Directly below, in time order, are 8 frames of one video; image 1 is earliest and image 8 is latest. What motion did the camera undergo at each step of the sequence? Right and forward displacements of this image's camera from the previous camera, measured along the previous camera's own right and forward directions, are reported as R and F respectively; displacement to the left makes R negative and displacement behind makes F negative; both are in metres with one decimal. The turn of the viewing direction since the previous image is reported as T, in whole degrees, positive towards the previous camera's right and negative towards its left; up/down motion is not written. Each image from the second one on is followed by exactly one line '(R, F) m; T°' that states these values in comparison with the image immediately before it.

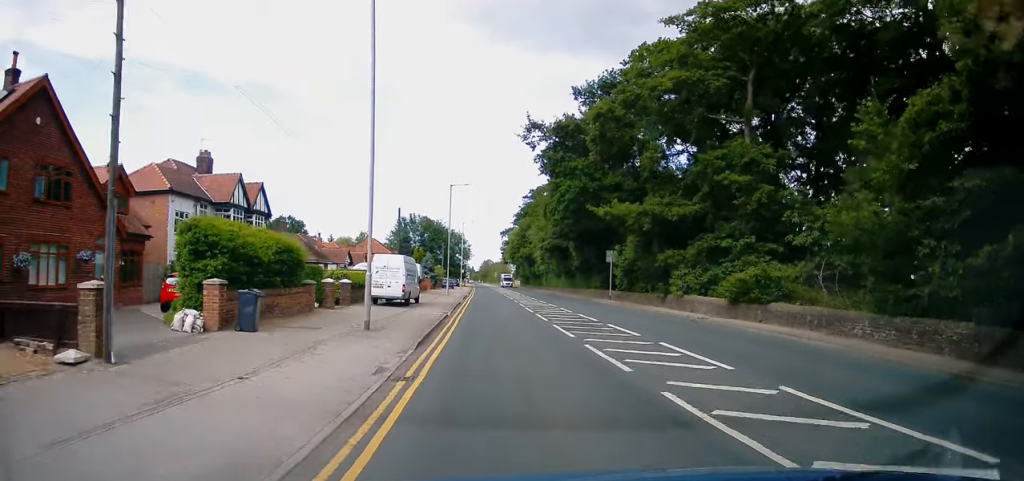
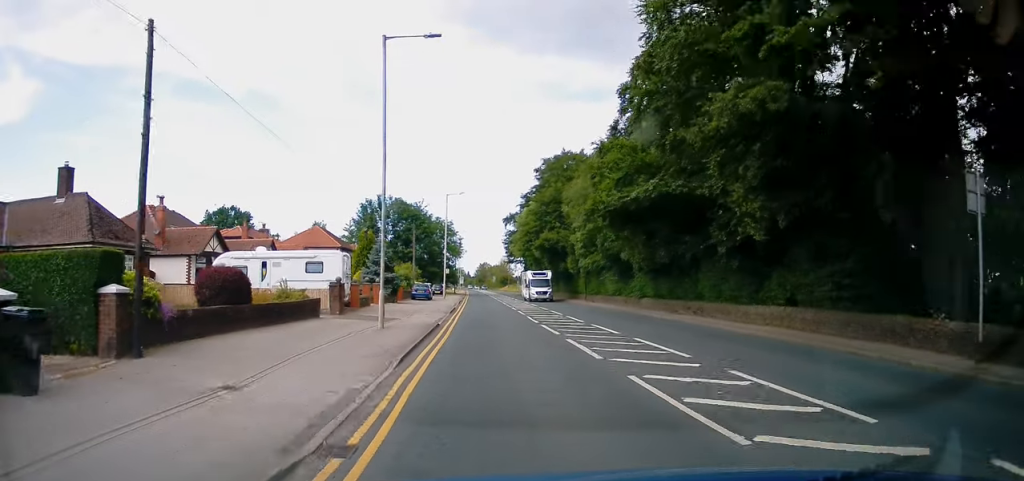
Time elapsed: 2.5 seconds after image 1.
(0.0, +34.9) m; +1°
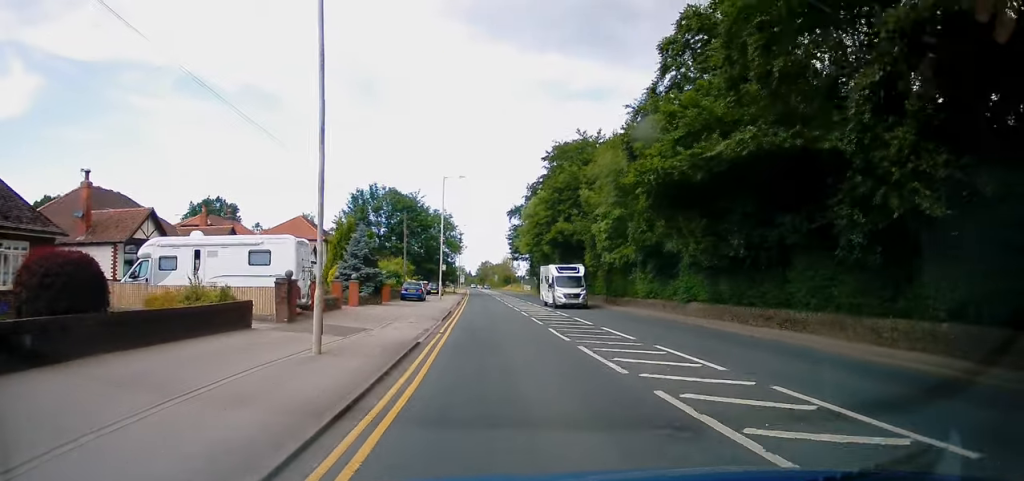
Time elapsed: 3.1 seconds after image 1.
(0.0, +8.2) m; 0°
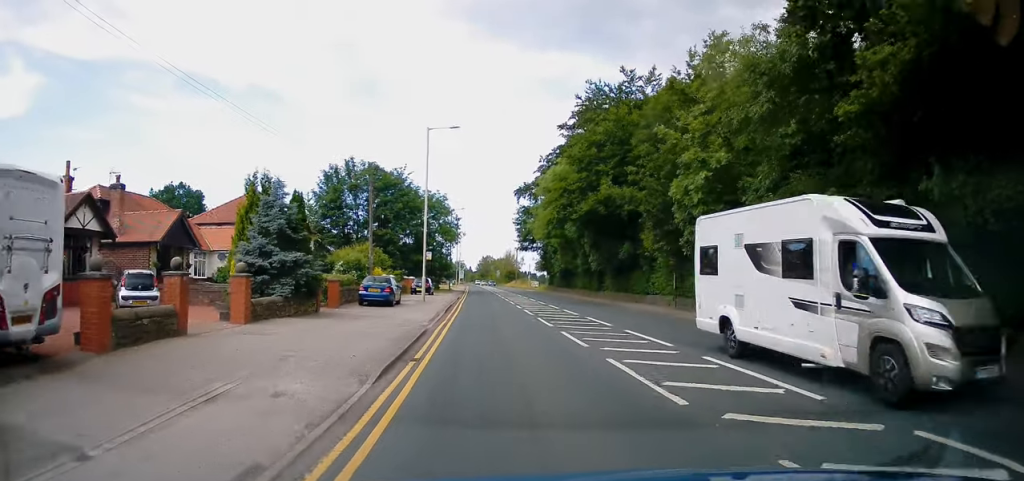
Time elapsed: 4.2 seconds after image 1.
(0.0, +15.6) m; 0°
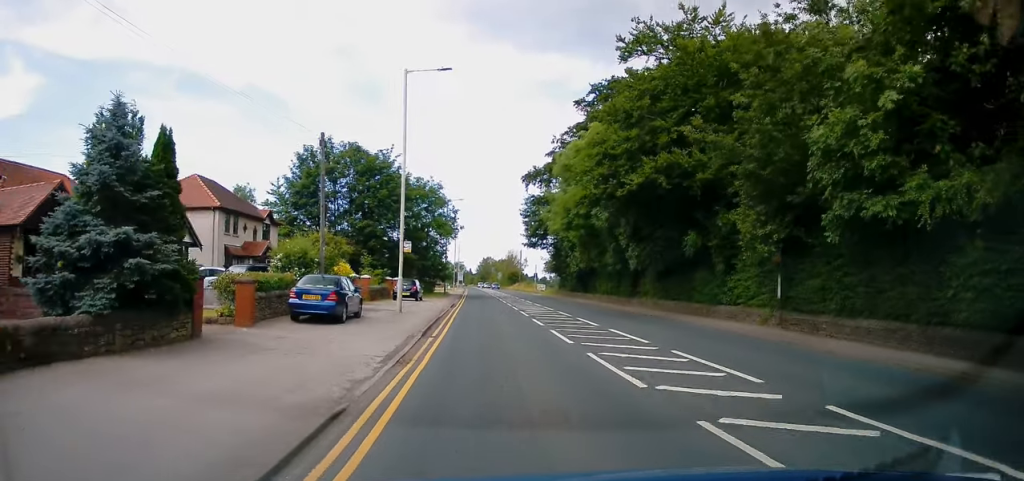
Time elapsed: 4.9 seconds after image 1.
(0.0, +10.3) m; 0°
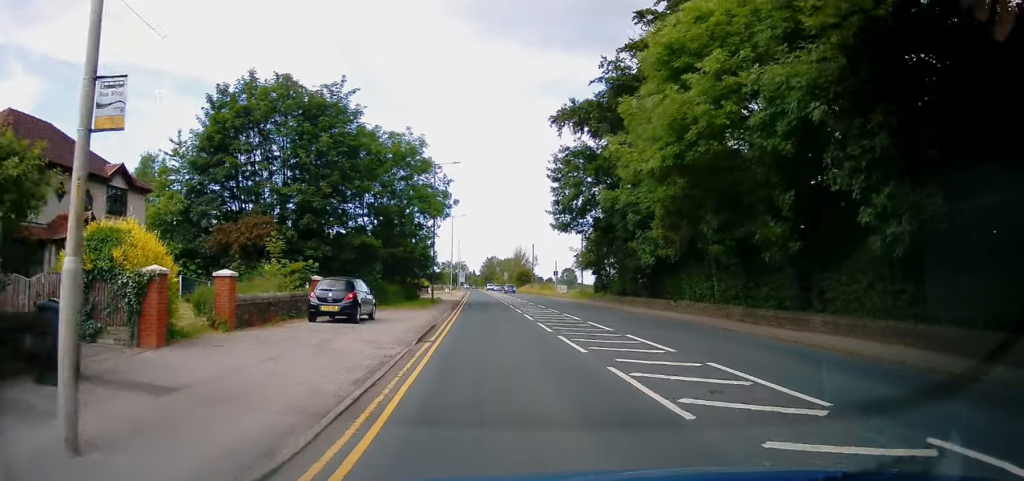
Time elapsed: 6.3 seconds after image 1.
(-0.1, +20.8) m; 0°
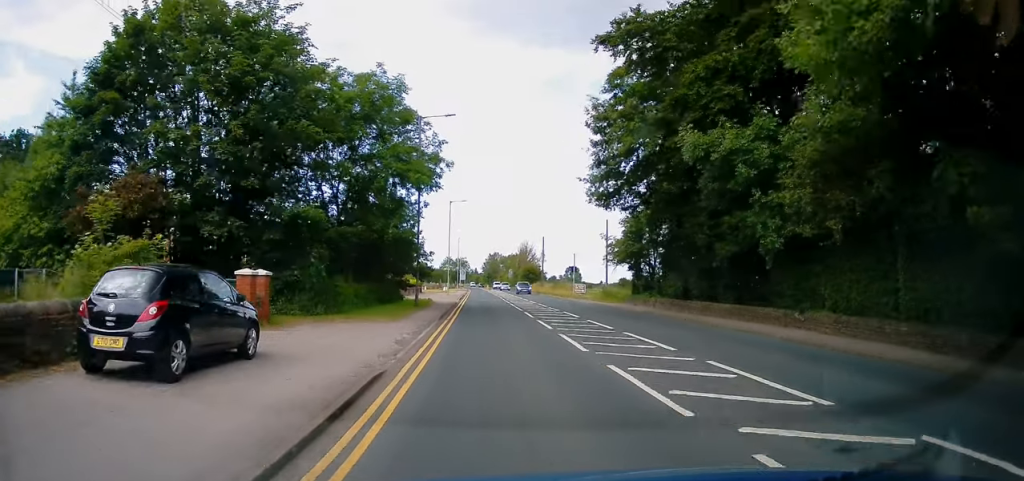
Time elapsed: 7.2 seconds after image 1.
(+0.1, +12.0) m; 0°
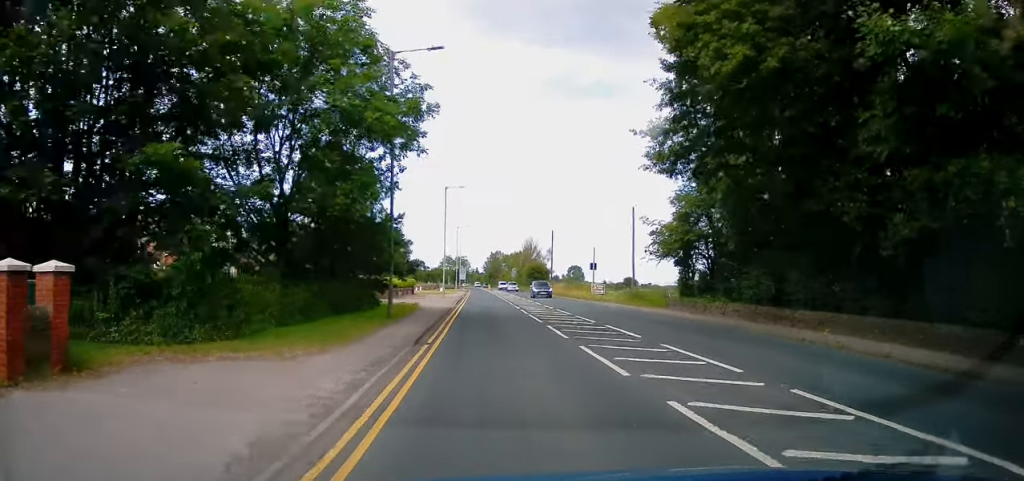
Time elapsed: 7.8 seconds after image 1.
(0.0, +9.5) m; -1°
